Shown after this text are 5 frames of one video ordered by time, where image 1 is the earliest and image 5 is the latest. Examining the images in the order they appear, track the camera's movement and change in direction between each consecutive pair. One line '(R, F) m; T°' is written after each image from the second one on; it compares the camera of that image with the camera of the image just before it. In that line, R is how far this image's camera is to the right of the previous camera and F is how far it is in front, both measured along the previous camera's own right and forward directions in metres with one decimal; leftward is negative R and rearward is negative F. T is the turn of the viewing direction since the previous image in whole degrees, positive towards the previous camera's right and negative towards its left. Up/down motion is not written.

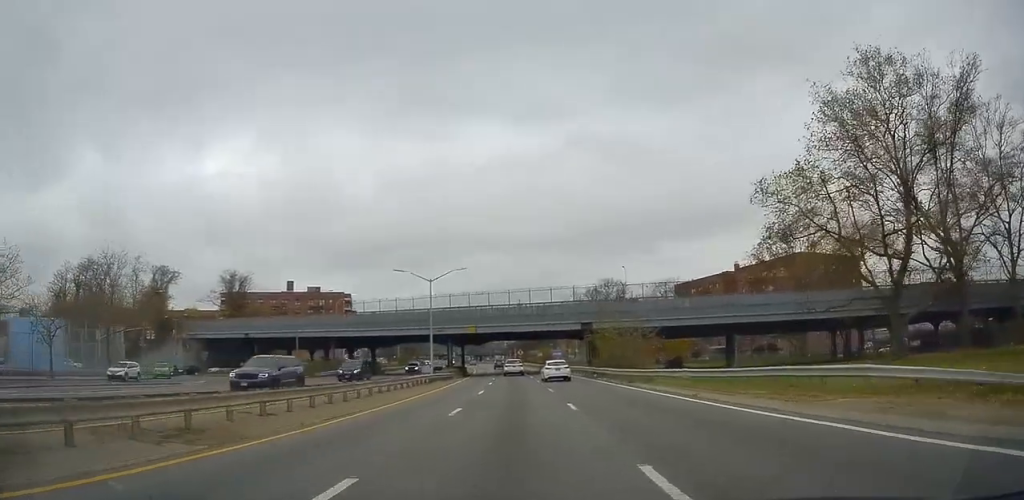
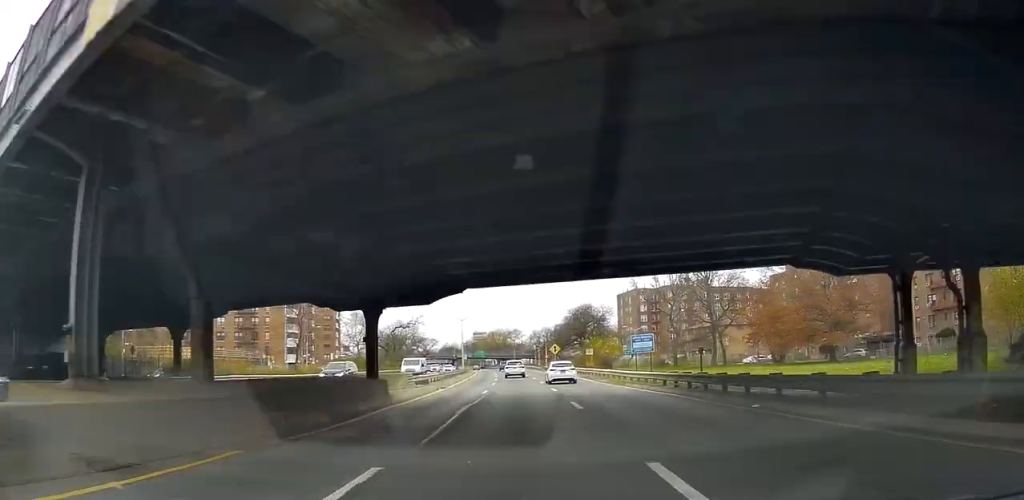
(-0.9, +57.1) m; -3°
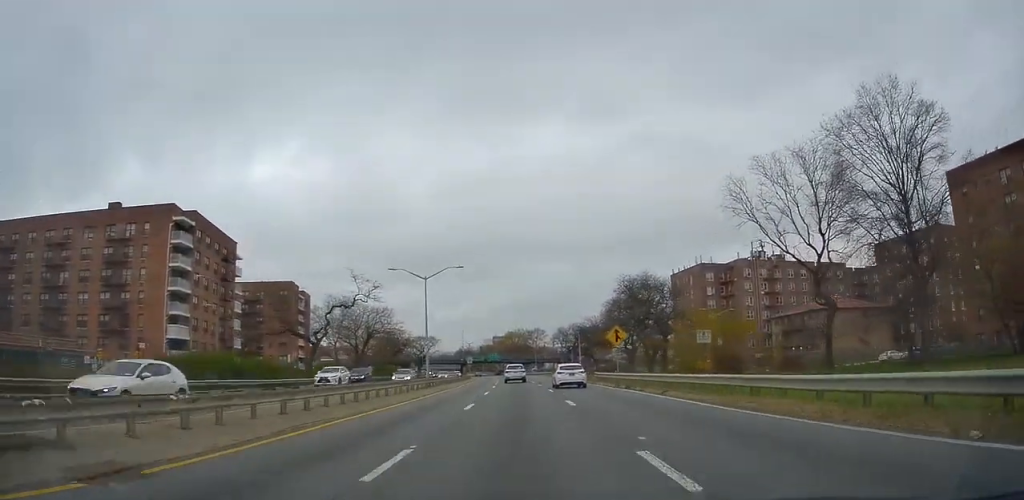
(-1.0, +44.5) m; -2°
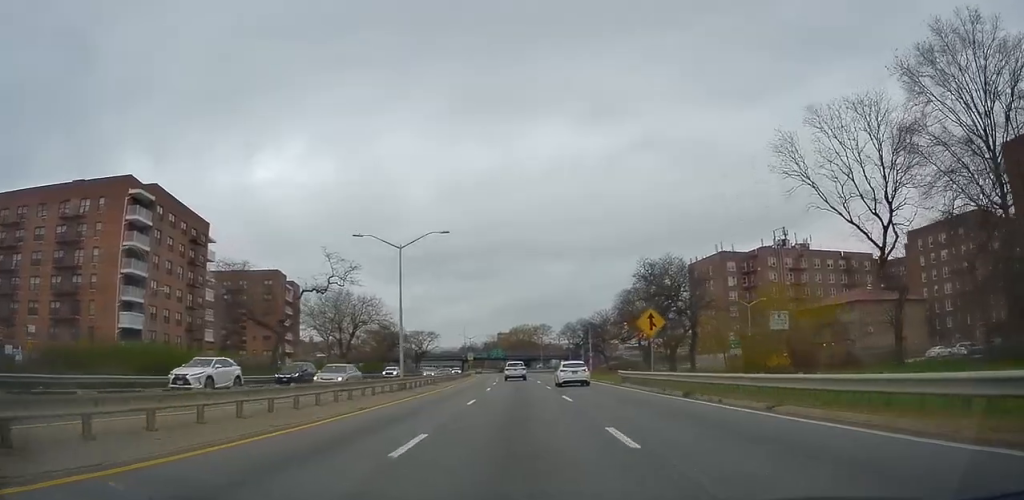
(+0.1, +10.1) m; -1°
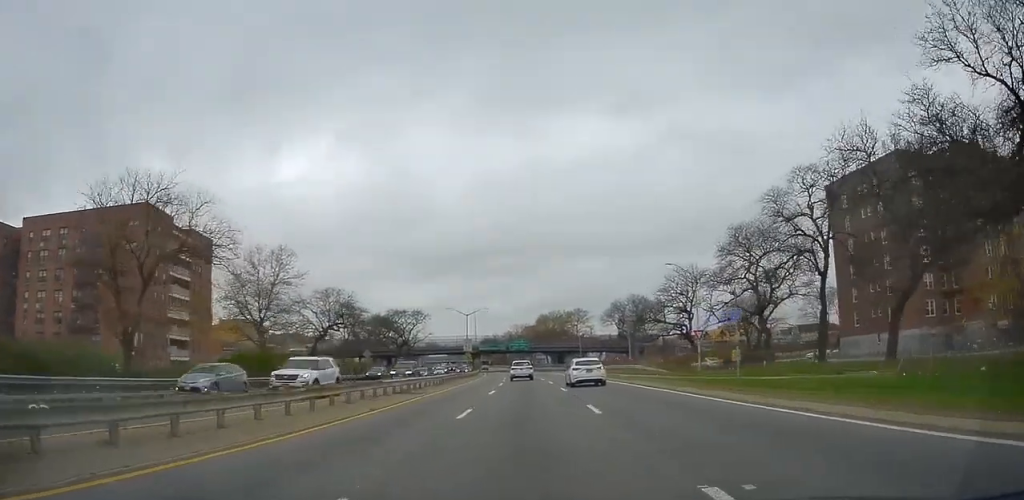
(-1.3, +52.7) m; -2°
